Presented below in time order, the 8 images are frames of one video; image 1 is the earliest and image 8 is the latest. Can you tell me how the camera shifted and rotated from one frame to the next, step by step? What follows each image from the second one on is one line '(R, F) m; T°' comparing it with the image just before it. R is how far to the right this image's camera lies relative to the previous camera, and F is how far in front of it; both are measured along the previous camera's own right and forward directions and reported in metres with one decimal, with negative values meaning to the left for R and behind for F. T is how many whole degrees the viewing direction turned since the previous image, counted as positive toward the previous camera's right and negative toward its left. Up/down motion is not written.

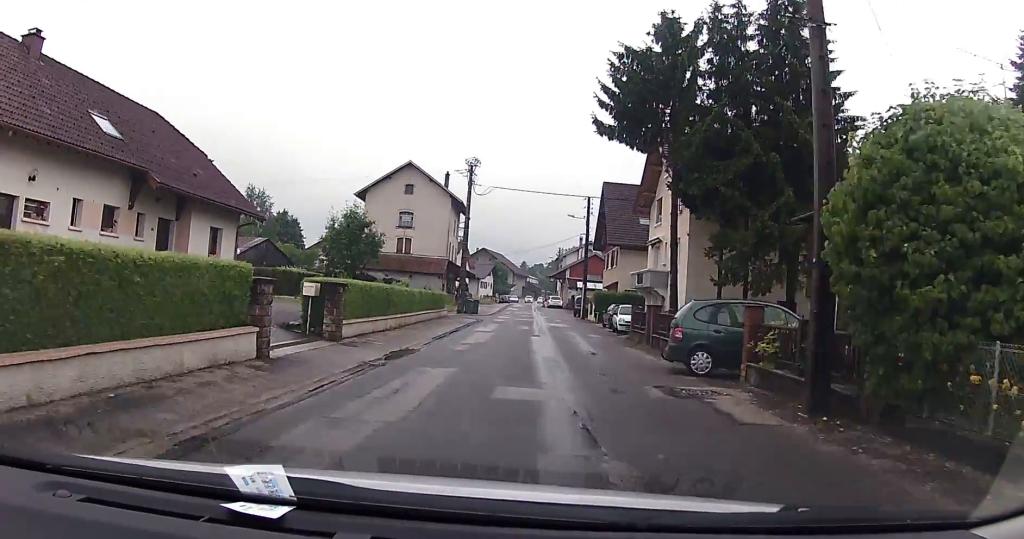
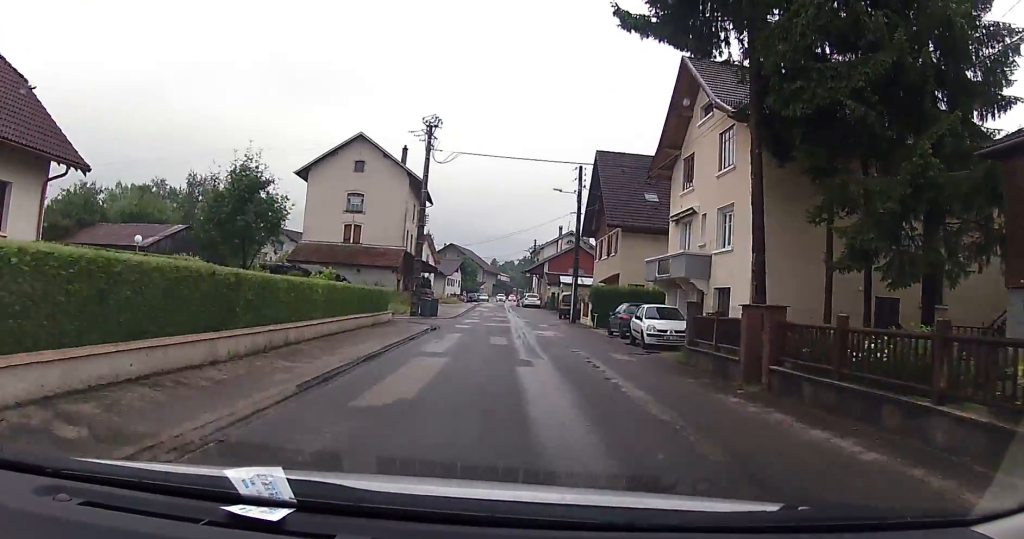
(-0.3, +11.8) m; -1°
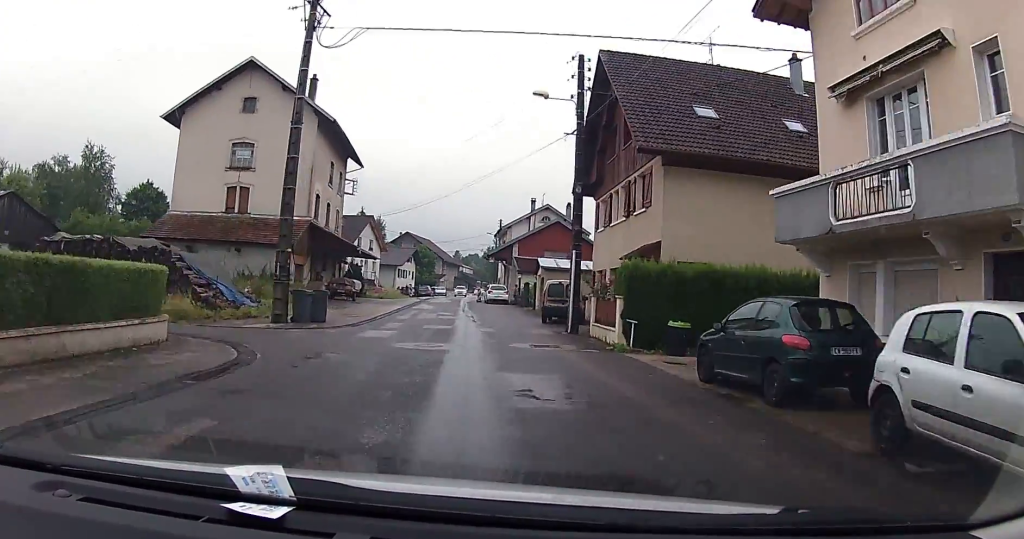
(+0.6, +18.8) m; +2°
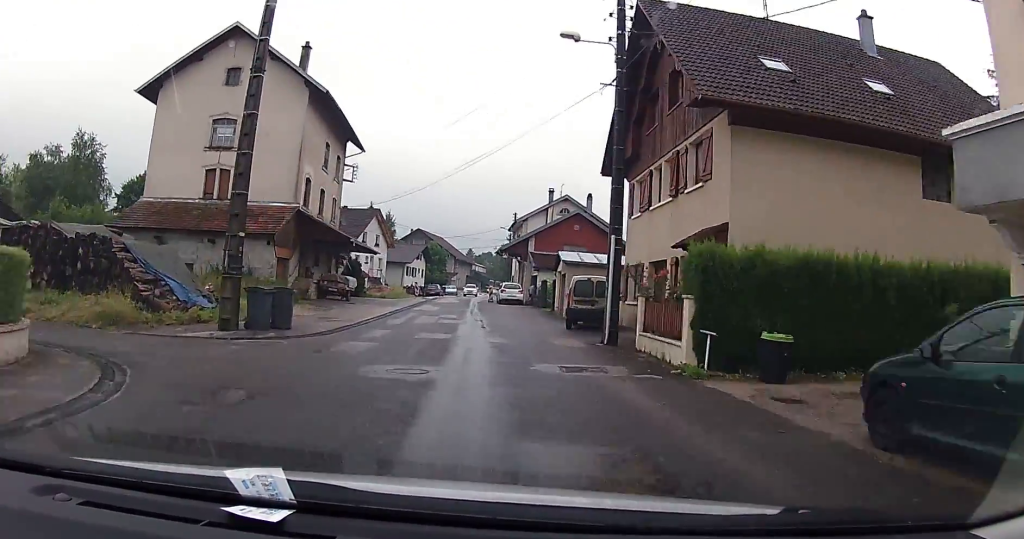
(0.0, +5.3) m; -1°
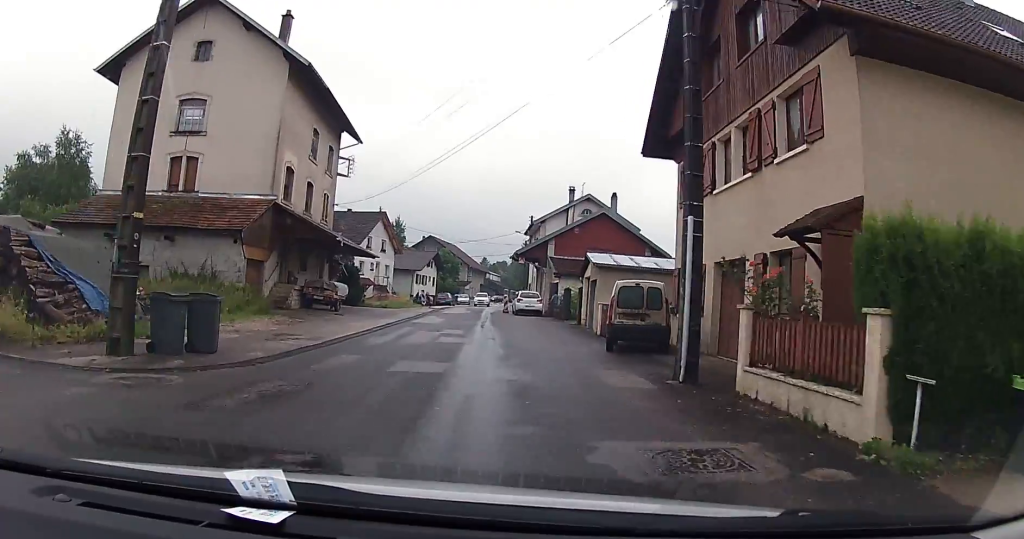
(-0.1, +5.9) m; -2°
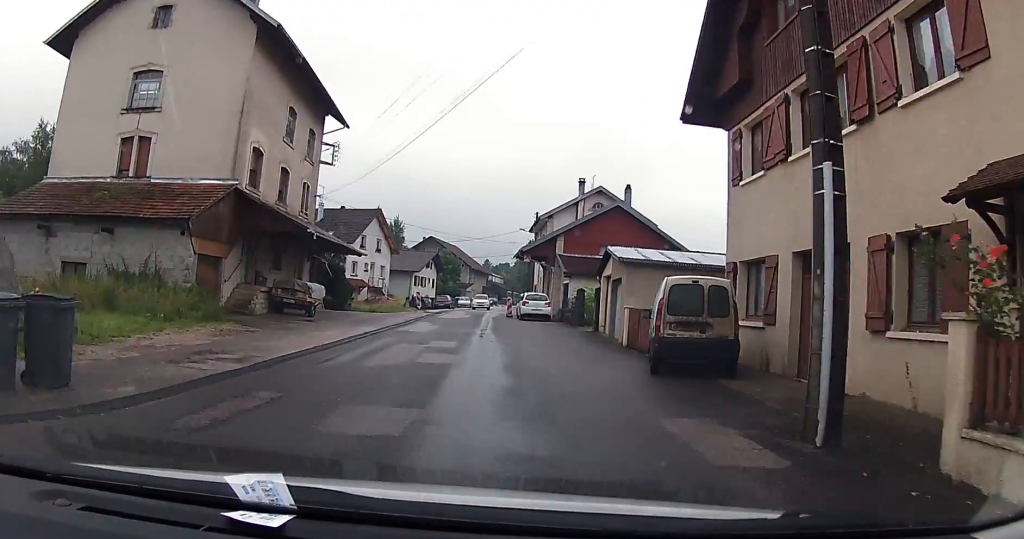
(-0.1, +5.1) m; -2°
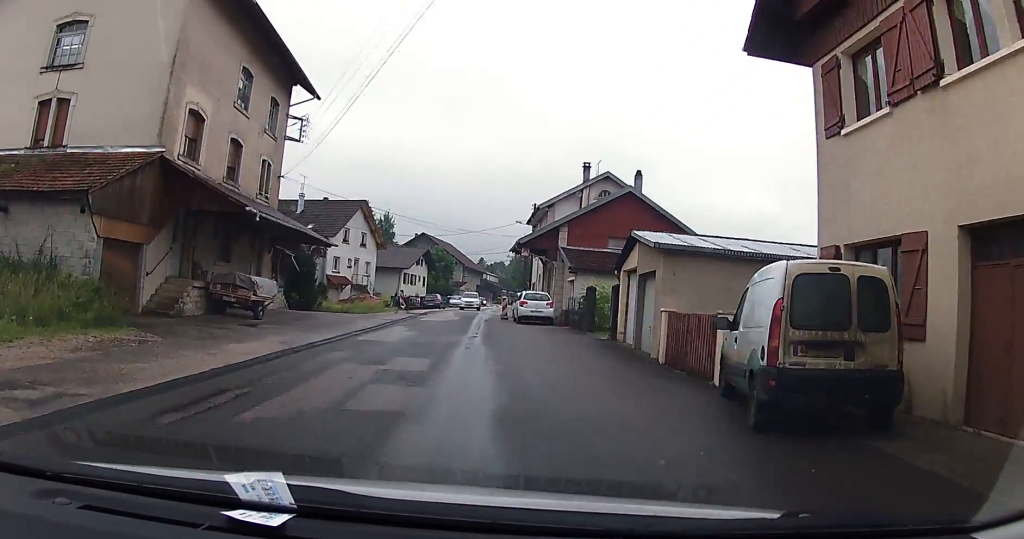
(-0.1, +5.8) m; 0°
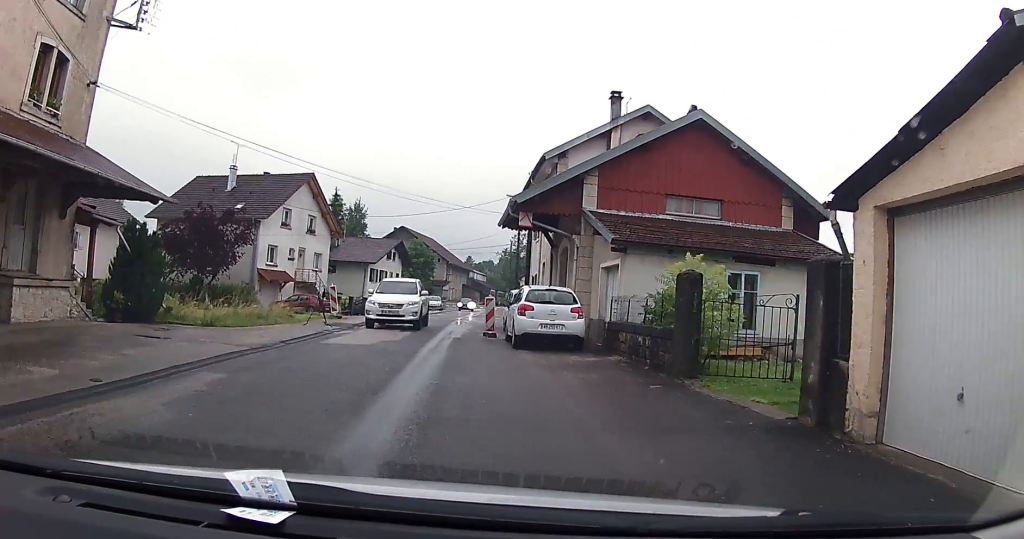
(+1.2, +17.2) m; +7°
